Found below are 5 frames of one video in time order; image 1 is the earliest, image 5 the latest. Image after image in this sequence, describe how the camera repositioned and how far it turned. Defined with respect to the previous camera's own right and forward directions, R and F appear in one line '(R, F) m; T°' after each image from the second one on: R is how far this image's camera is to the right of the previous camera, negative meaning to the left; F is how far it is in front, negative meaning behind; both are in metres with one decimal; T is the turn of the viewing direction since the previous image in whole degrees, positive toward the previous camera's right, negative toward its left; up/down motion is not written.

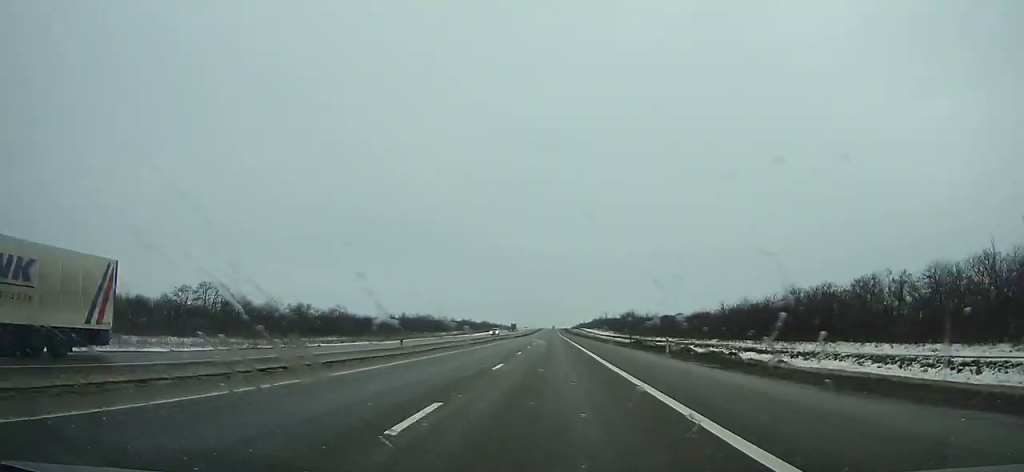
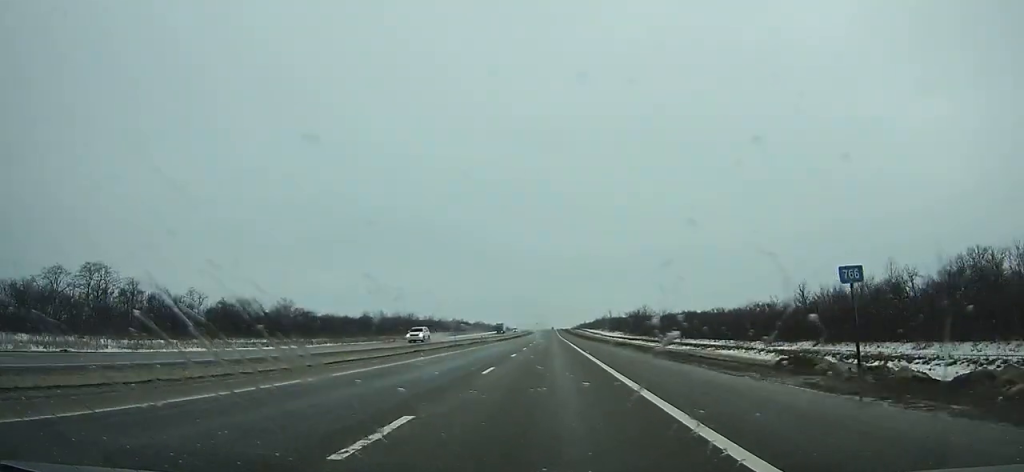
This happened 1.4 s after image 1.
(+0.1, +37.7) m; 0°
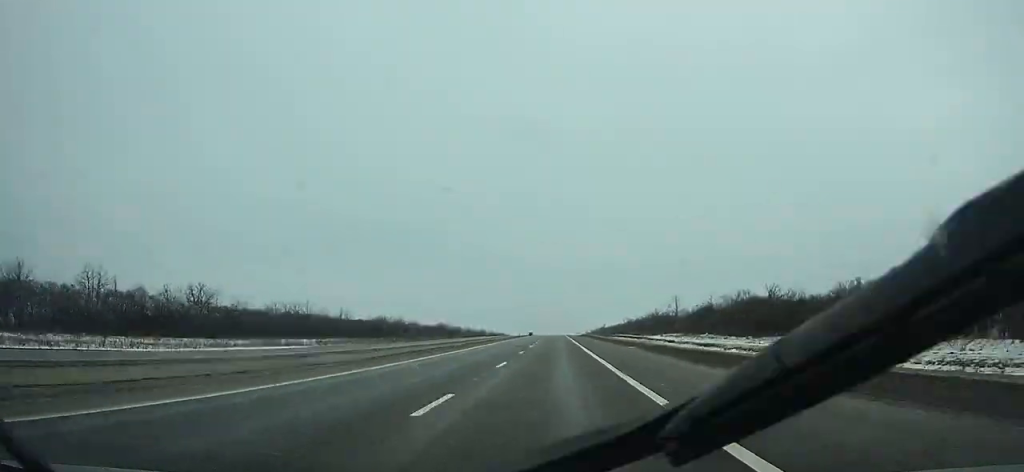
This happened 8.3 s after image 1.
(-0.4, +188.9) m; 0°
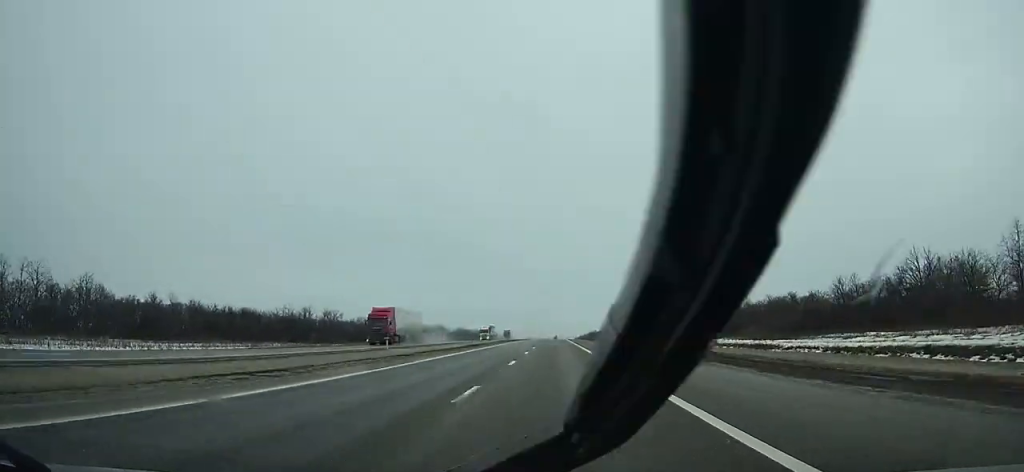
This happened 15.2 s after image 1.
(0.0, +189.5) m; 0°
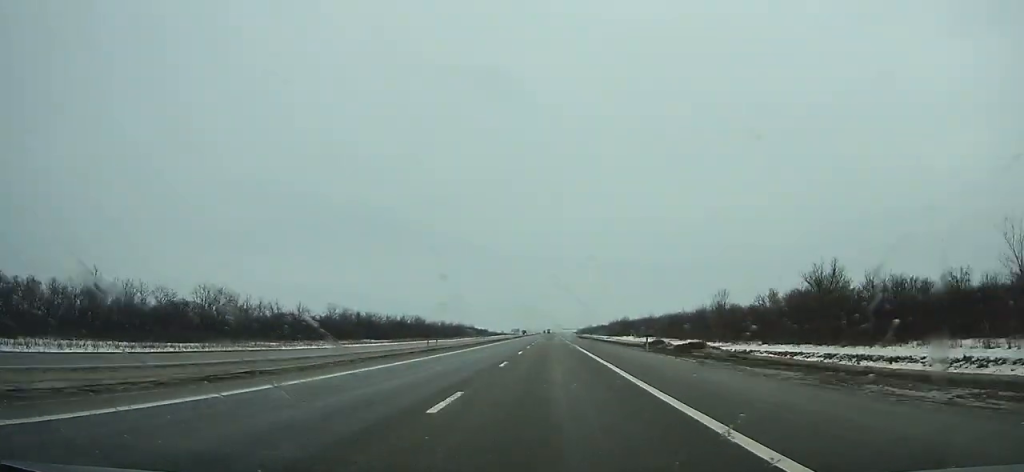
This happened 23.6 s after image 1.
(+0.2, +230.3) m; 0°
